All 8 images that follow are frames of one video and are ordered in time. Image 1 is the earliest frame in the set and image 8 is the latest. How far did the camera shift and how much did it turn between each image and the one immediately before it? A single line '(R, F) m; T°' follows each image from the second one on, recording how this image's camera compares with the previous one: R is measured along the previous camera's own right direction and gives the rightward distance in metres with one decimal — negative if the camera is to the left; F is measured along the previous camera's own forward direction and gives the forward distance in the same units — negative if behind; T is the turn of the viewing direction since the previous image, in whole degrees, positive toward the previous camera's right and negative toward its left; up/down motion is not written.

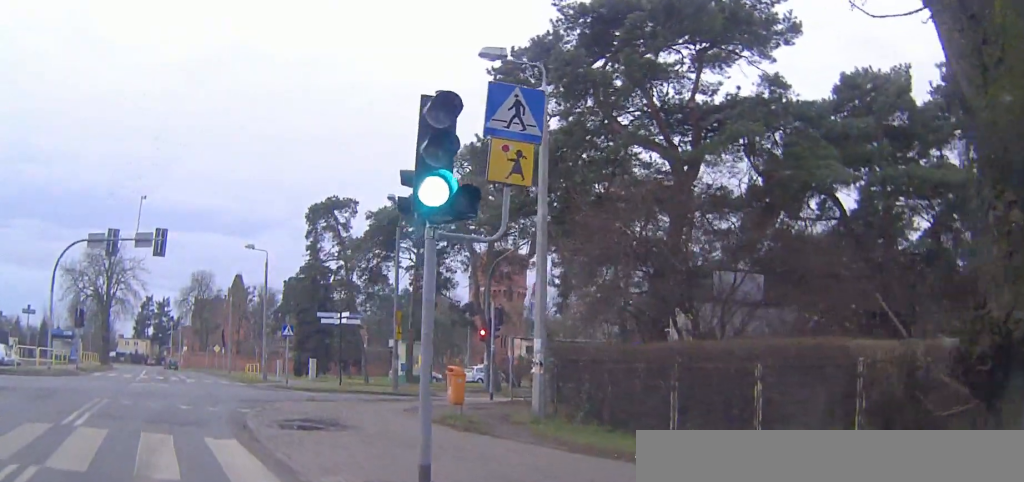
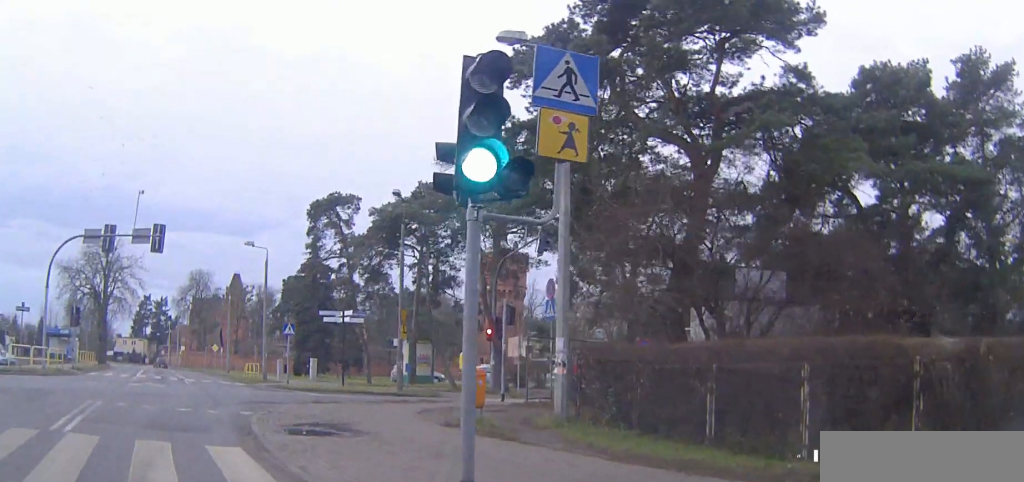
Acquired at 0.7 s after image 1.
(0.0, +0.3) m; 0°
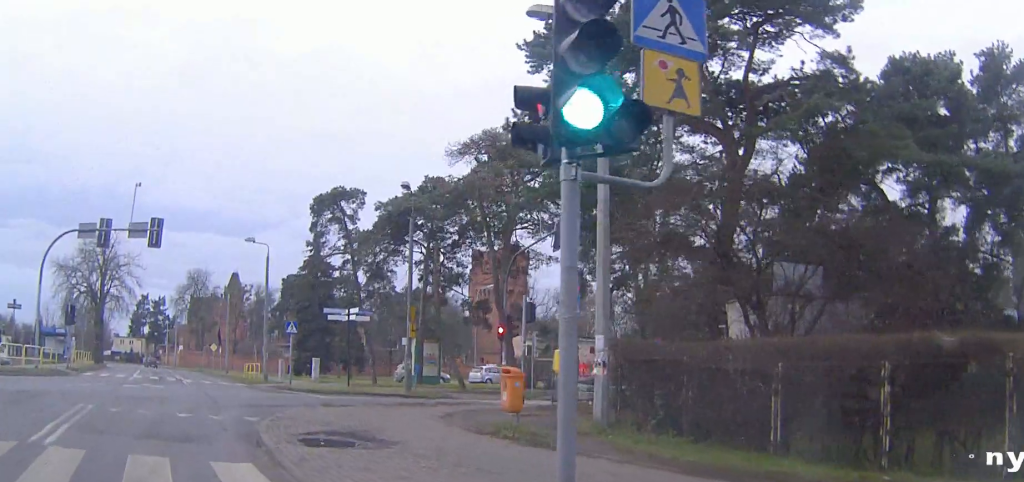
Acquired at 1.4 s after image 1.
(0.0, +0.3) m; 0°
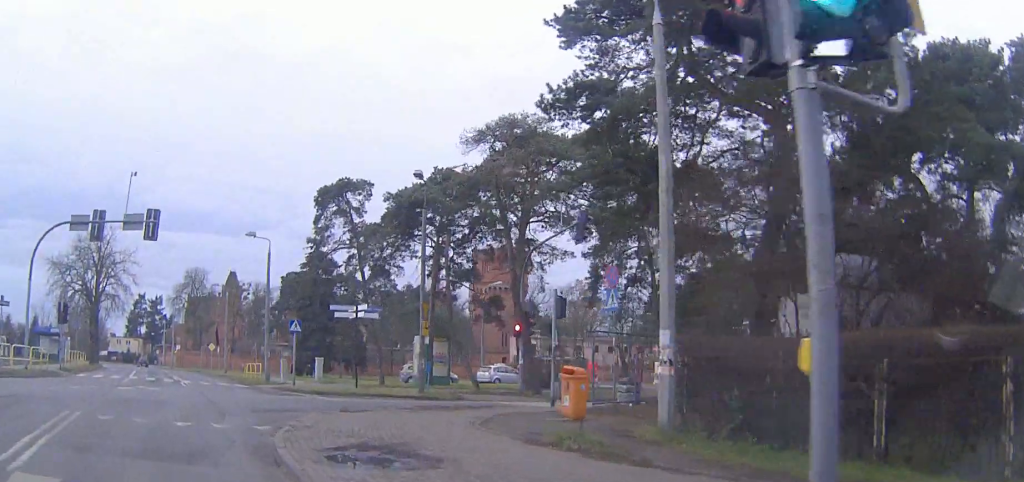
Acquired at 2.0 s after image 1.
(-0.1, +1.1) m; -4°
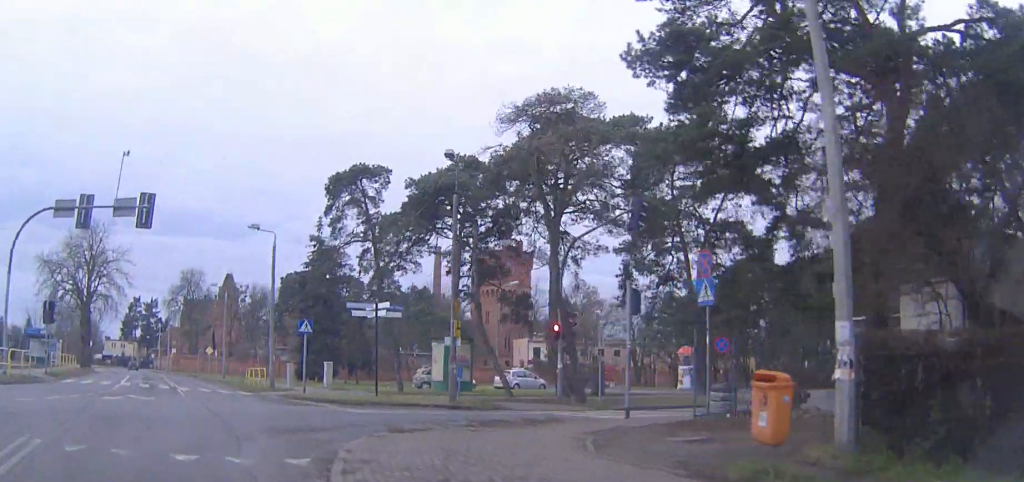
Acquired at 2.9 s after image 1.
(-0.2, +3.0) m; -2°
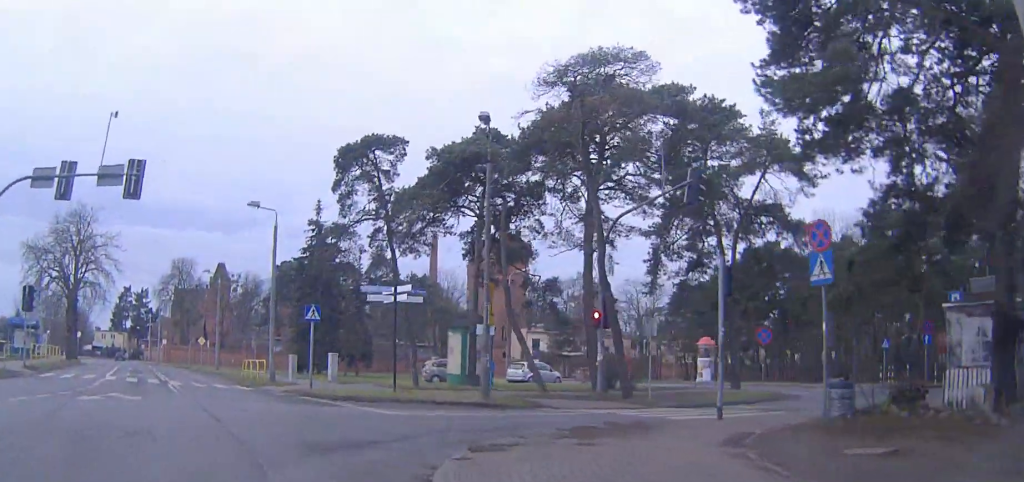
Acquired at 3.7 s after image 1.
(0.0, +3.7) m; +2°
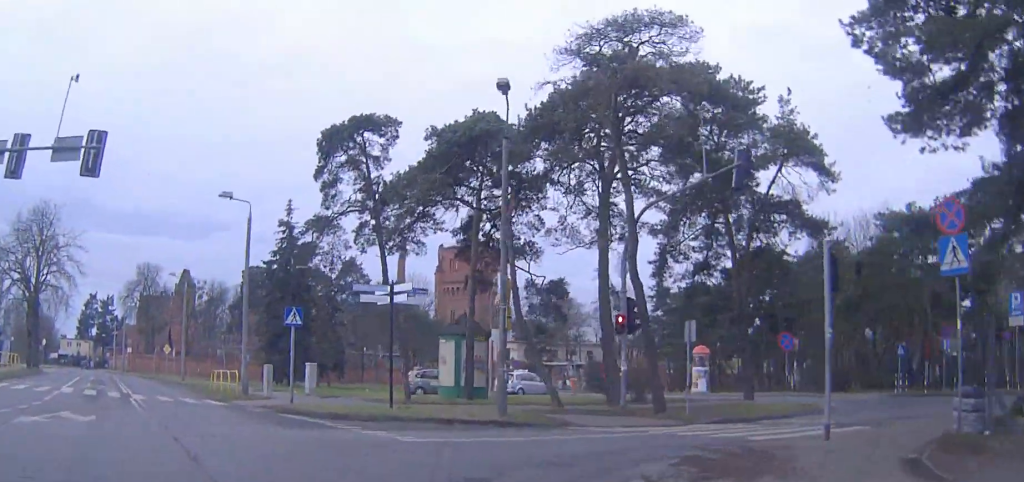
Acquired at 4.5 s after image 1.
(+0.1, +4.3) m; +2°
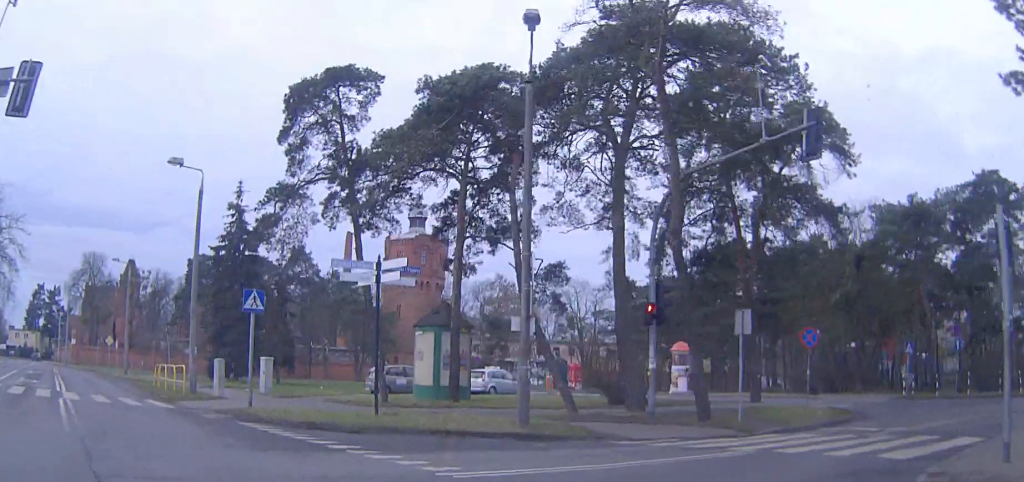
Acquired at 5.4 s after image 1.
(0.0, +5.1) m; +3°
